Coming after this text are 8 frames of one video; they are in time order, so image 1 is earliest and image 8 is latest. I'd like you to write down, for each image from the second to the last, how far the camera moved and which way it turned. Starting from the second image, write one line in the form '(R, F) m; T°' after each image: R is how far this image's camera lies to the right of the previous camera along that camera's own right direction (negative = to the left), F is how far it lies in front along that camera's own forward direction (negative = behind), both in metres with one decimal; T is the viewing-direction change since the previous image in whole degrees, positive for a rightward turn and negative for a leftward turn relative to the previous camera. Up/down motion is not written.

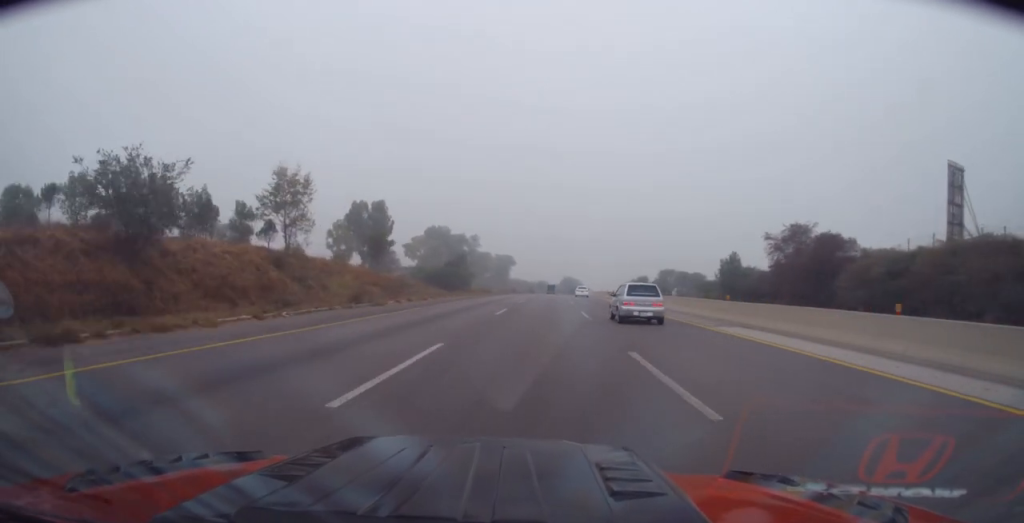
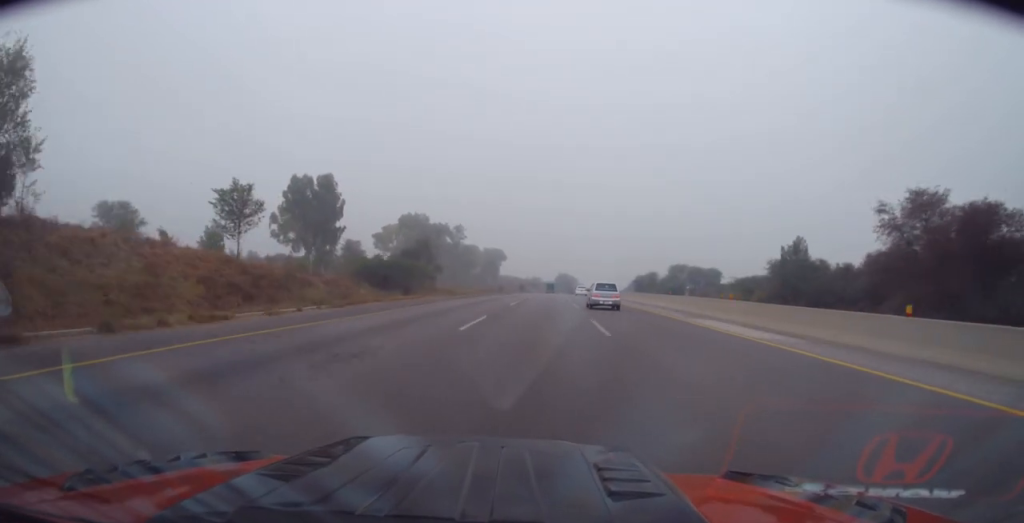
(0.0, +26.8) m; 0°
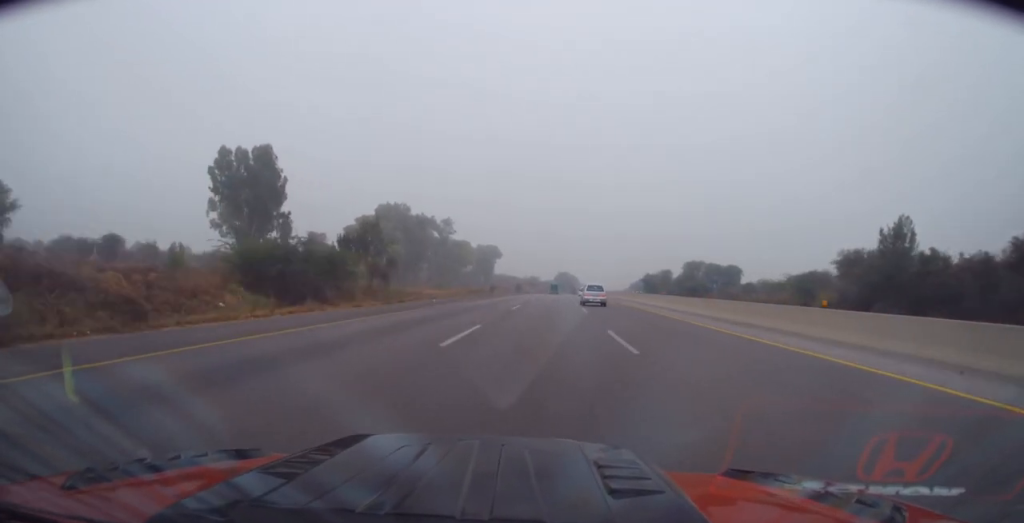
(+0.1, +21.6) m; 0°
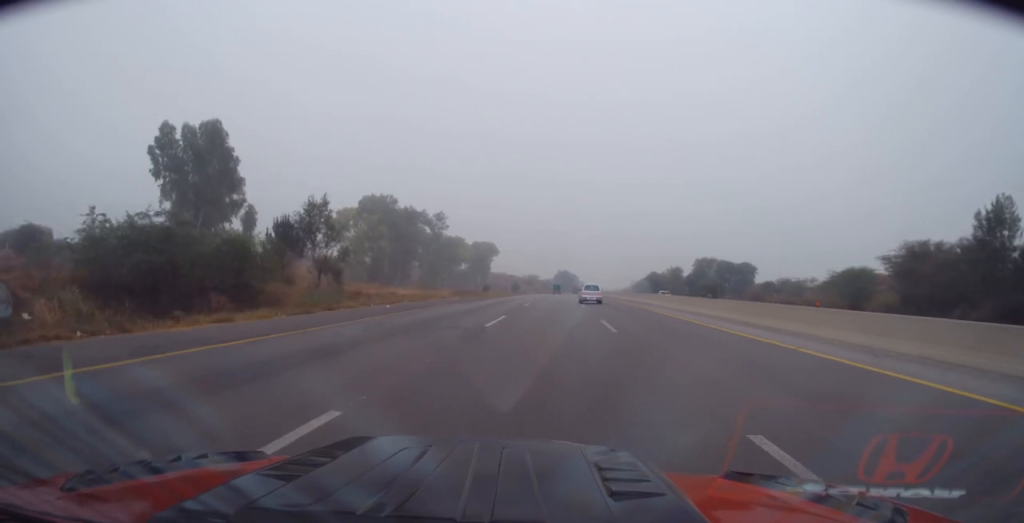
(0.0, +12.2) m; 0°
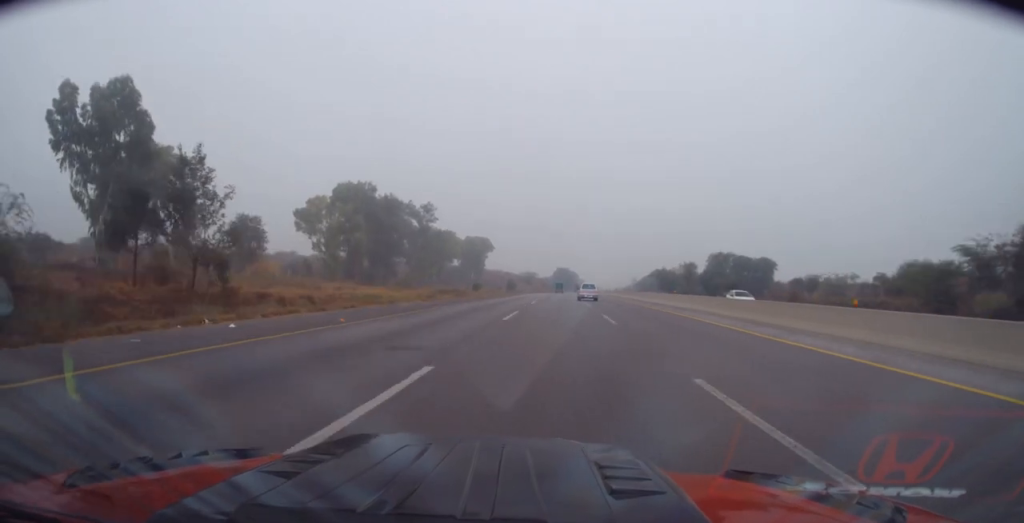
(-0.2, +15.0) m; 0°
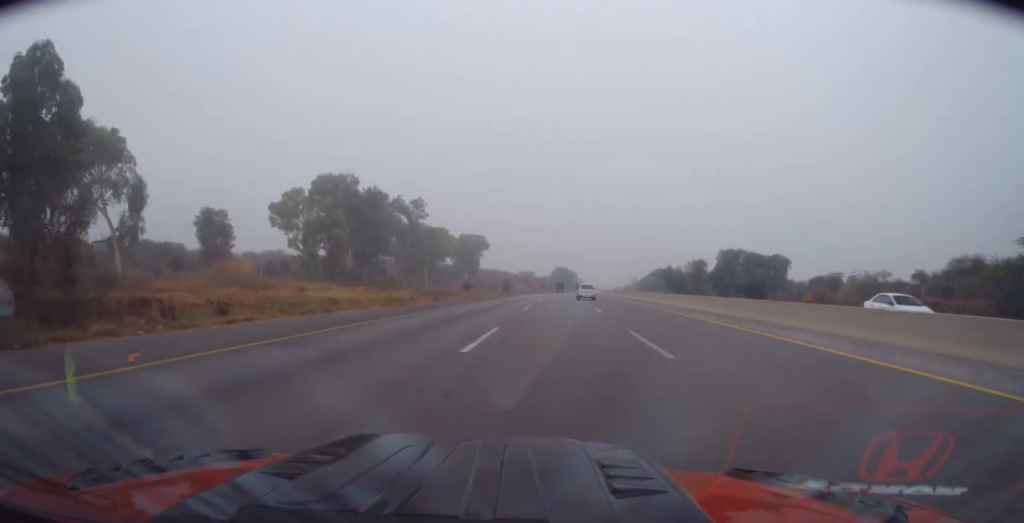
(+0.2, +9.6) m; +1°
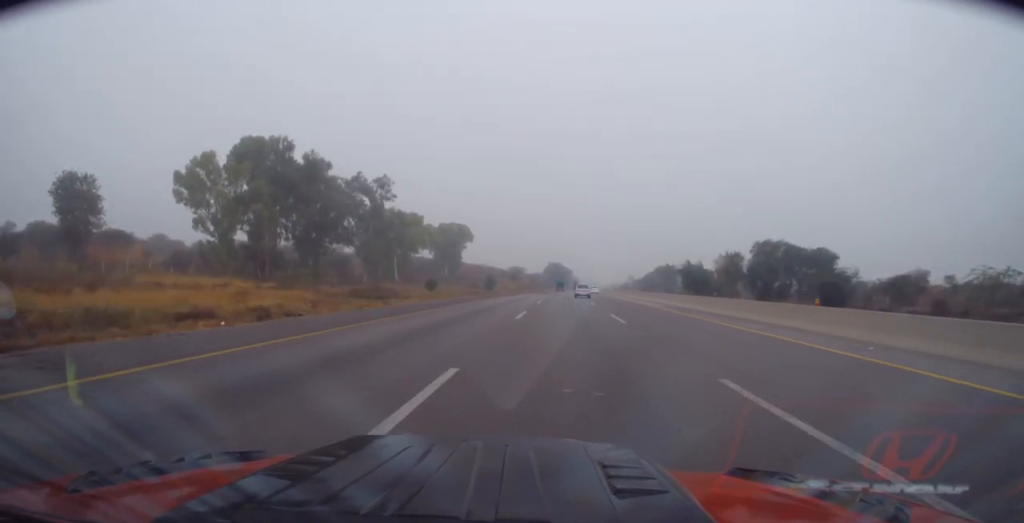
(+0.6, +26.3) m; +2°
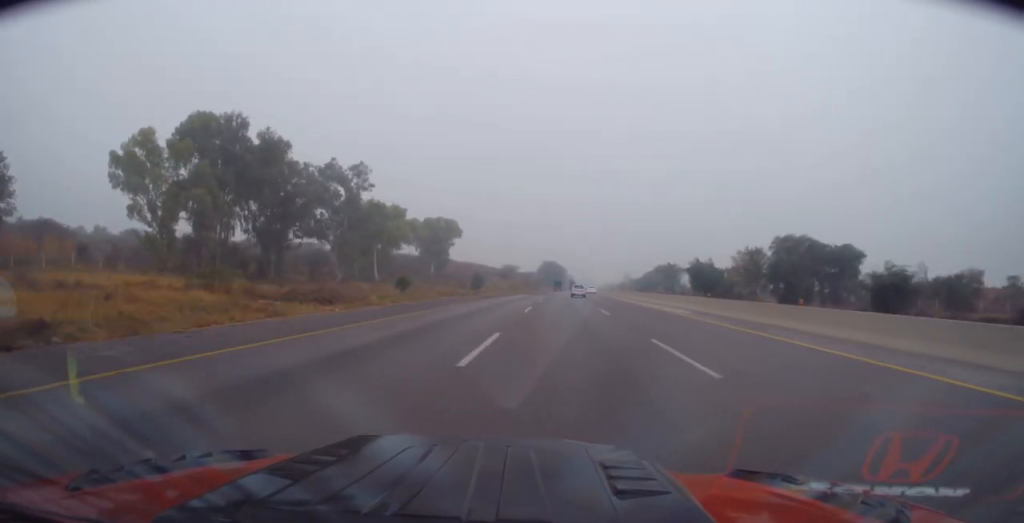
(0.0, +11.9) m; 0°
